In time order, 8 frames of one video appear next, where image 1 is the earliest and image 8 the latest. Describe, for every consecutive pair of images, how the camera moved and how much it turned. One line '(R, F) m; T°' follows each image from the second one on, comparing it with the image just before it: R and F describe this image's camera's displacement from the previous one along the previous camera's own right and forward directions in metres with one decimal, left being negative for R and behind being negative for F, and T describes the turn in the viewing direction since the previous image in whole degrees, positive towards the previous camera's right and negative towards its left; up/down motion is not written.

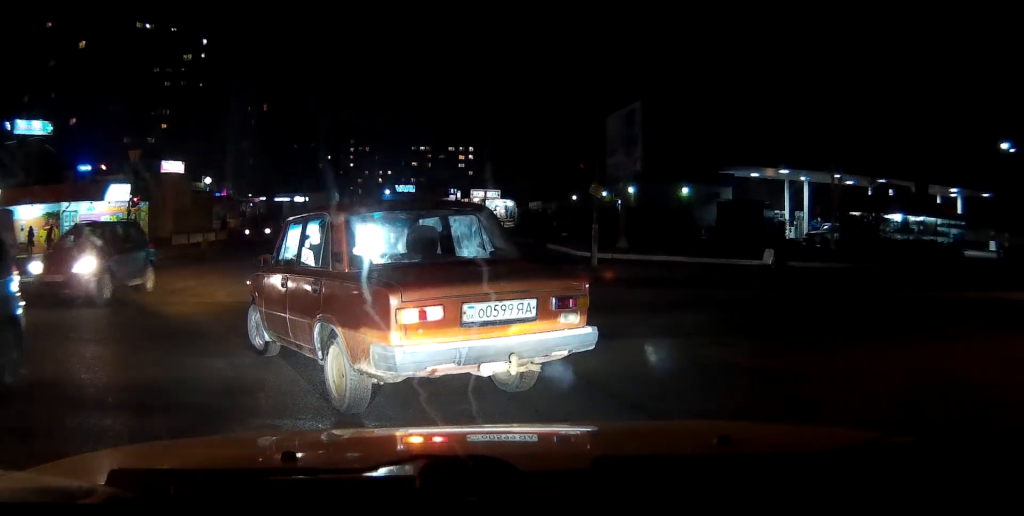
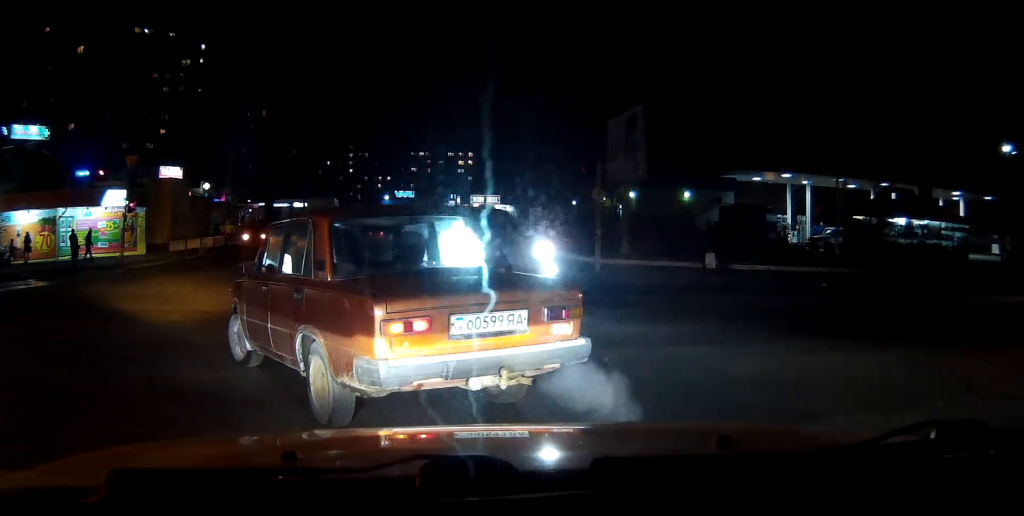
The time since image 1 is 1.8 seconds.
(0.0, +0.2) m; 0°
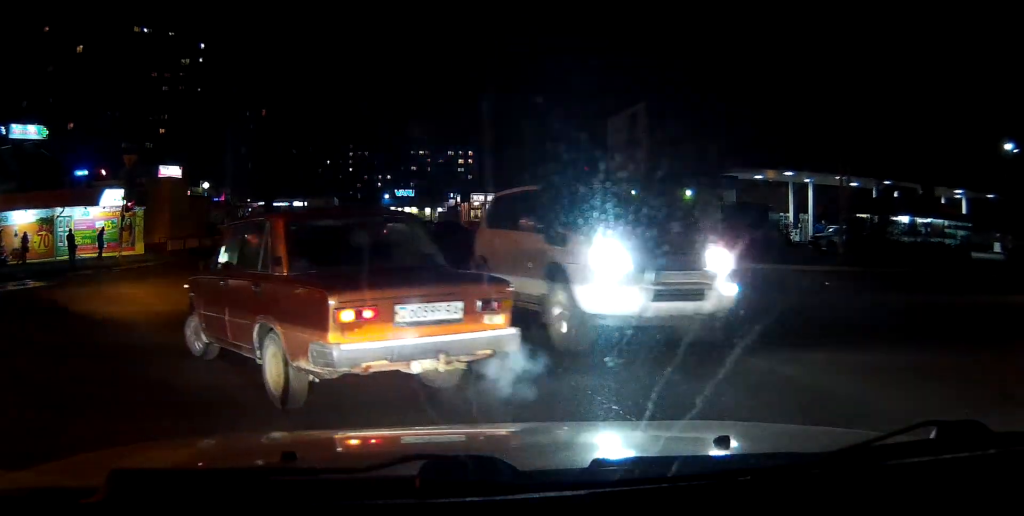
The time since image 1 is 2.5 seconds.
(0.0, +0.2) m; 0°
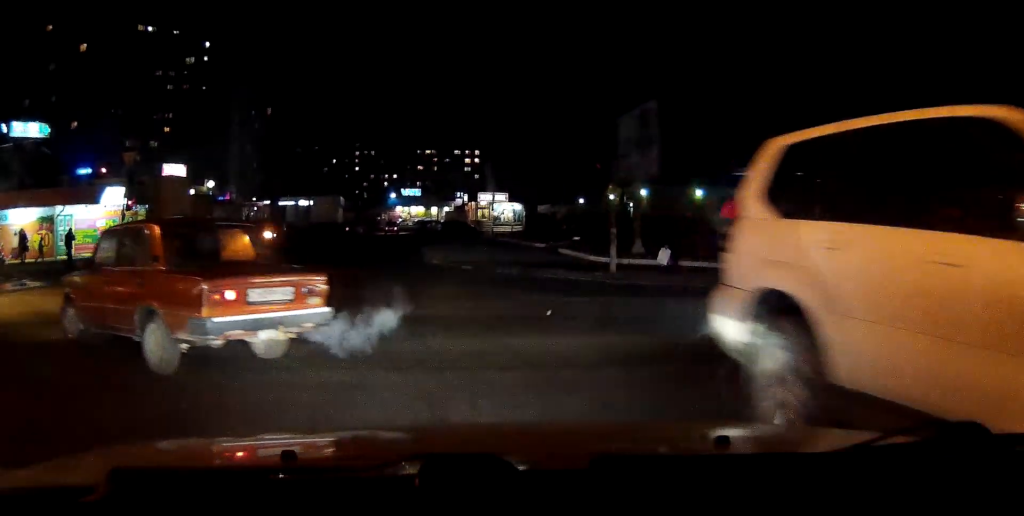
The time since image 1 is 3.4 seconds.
(0.0, +0.5) m; -4°
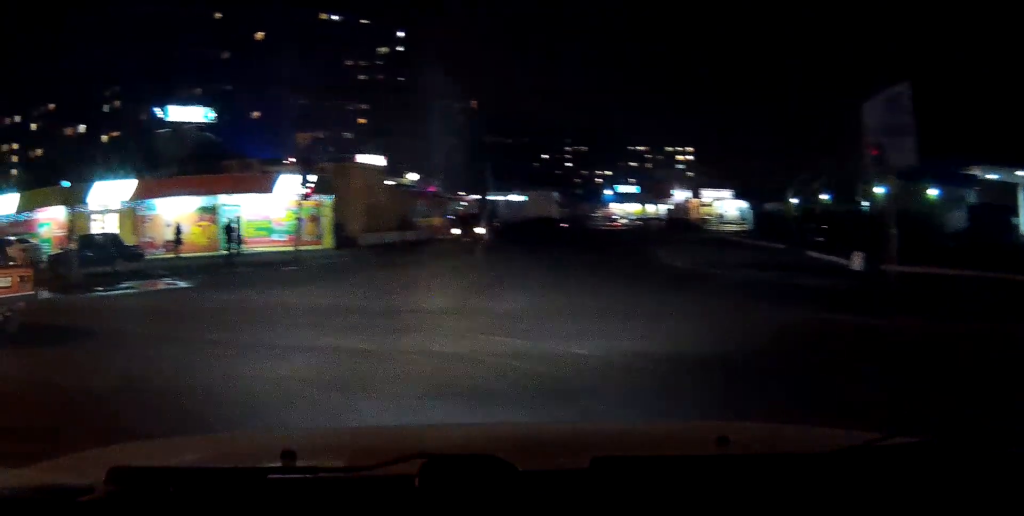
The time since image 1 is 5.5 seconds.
(-0.8, +3.1) m; -15°
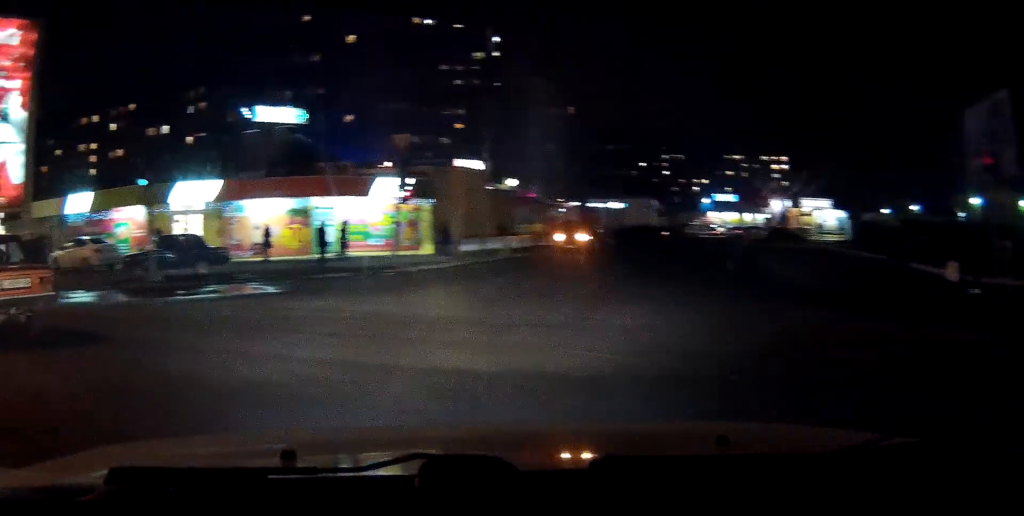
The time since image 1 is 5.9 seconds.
(0.0, +1.0) m; 0°
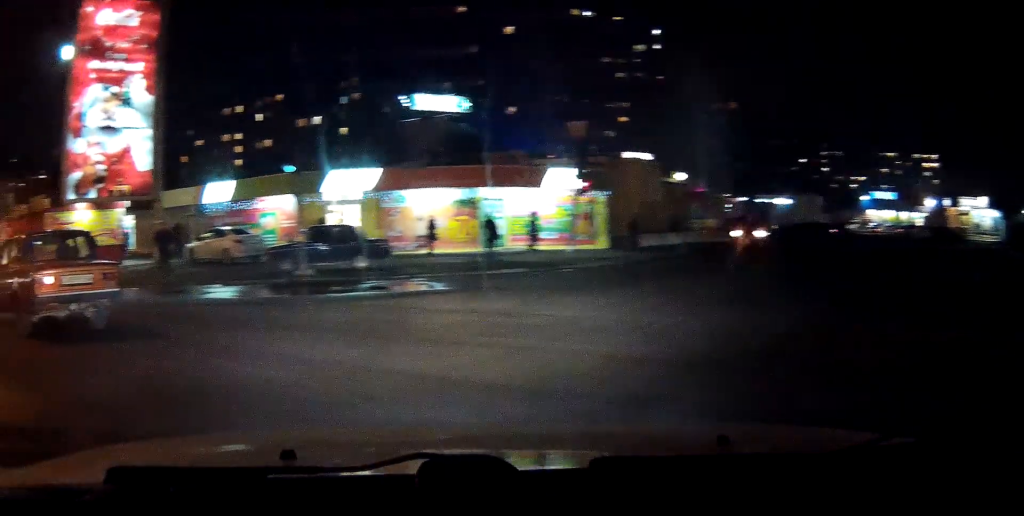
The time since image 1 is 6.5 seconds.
(0.0, +1.6) m; -7°
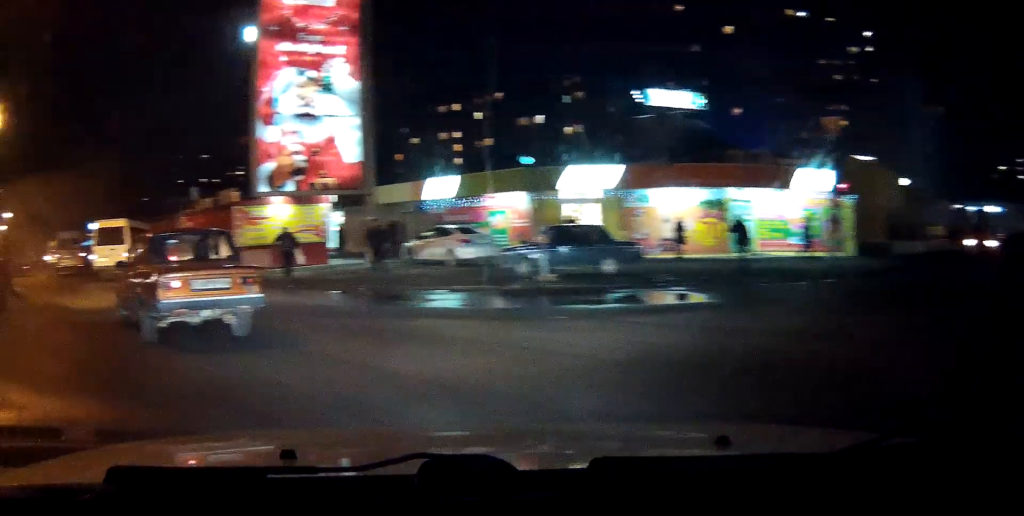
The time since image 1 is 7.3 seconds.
(+0.1, +2.1) m; -20°
